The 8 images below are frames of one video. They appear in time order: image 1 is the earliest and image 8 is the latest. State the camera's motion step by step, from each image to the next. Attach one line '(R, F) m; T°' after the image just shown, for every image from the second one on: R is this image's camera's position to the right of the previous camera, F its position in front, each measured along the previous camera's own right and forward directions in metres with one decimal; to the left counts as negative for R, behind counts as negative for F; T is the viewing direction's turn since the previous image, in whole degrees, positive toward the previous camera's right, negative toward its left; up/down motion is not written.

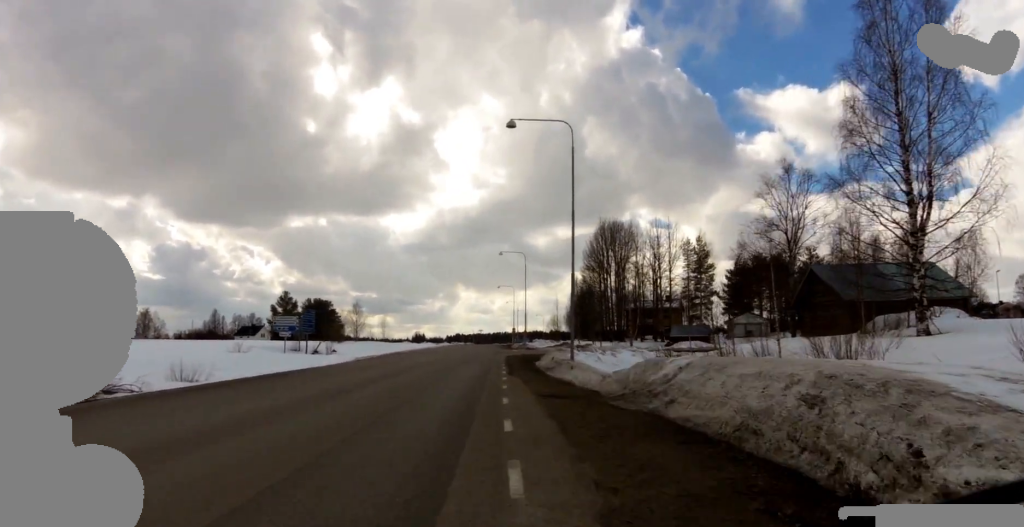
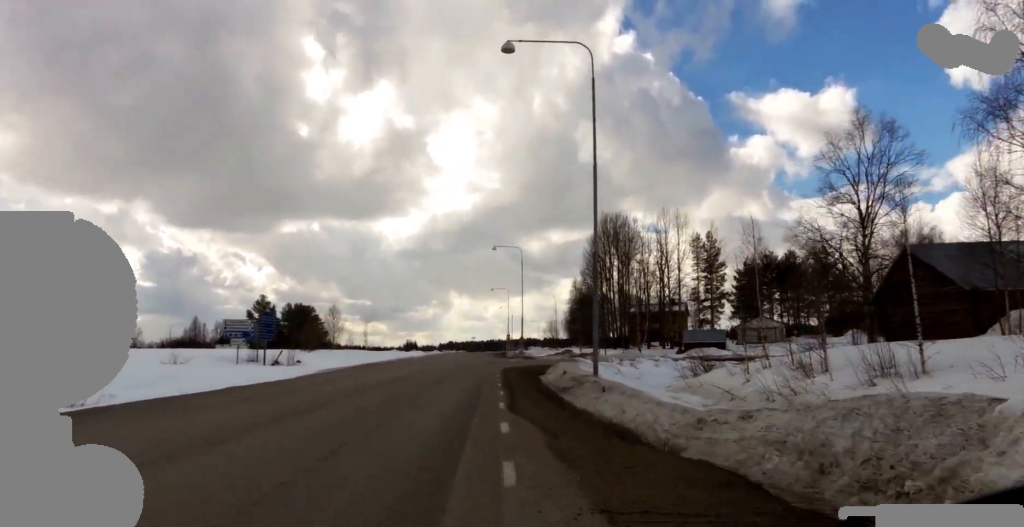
(+0.3, +8.1) m; +1°
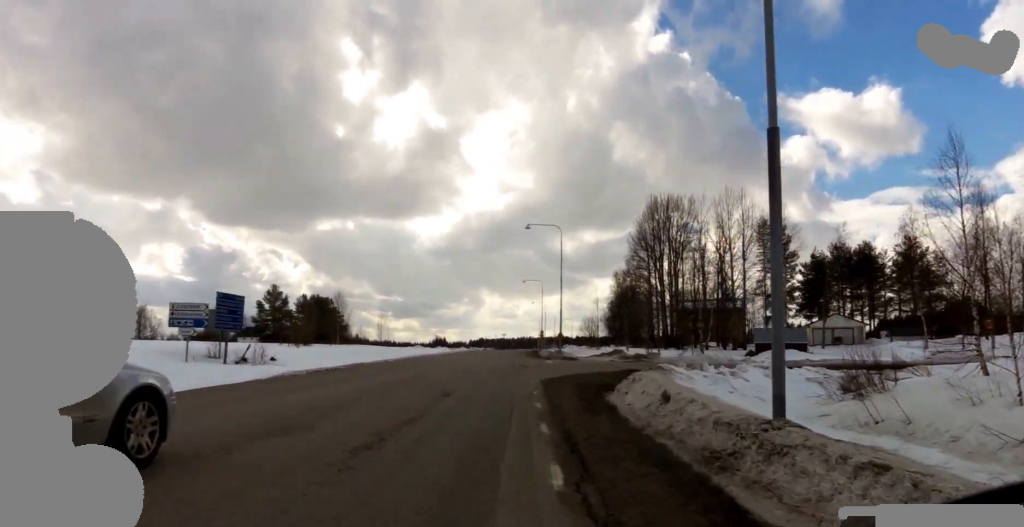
(-0.5, +12.0) m; -4°
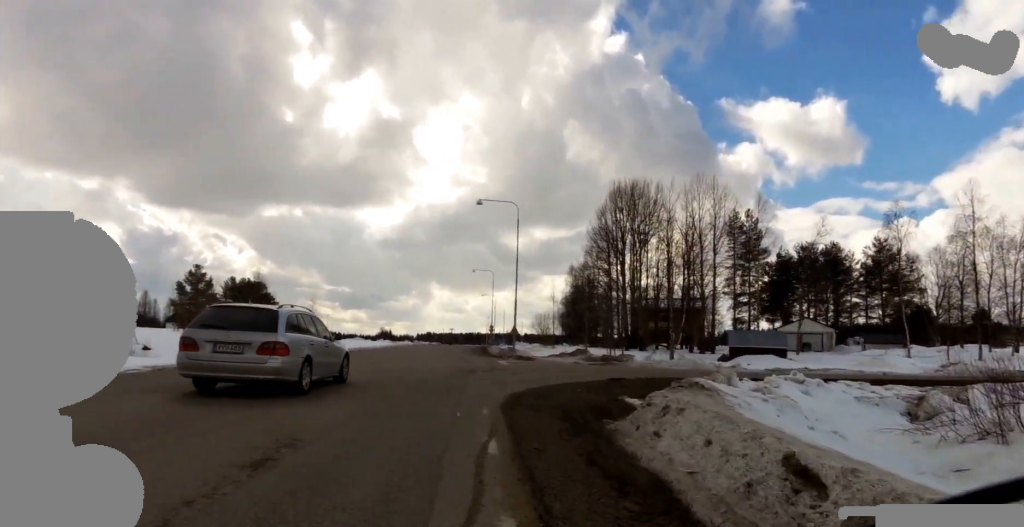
(+0.1, +7.8) m; -3°
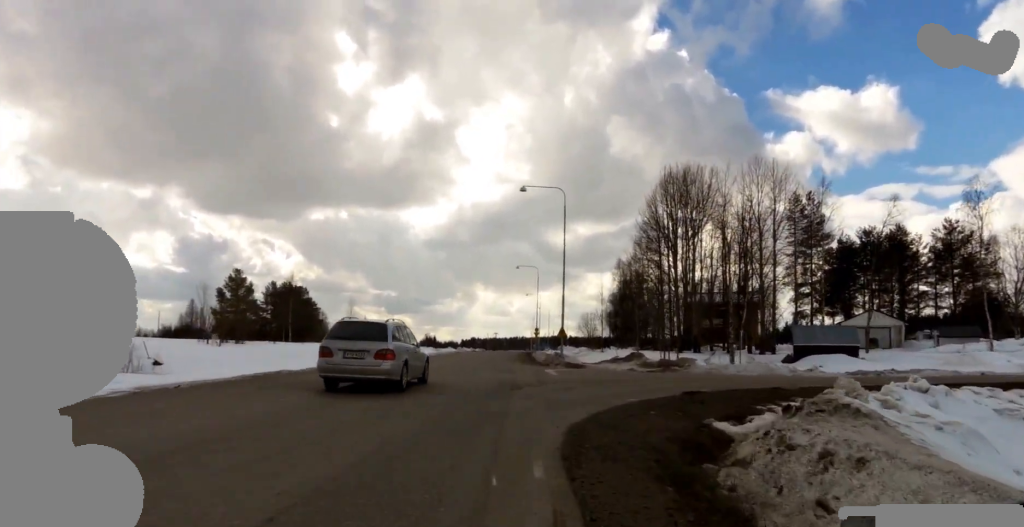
(-0.1, +3.5) m; +1°
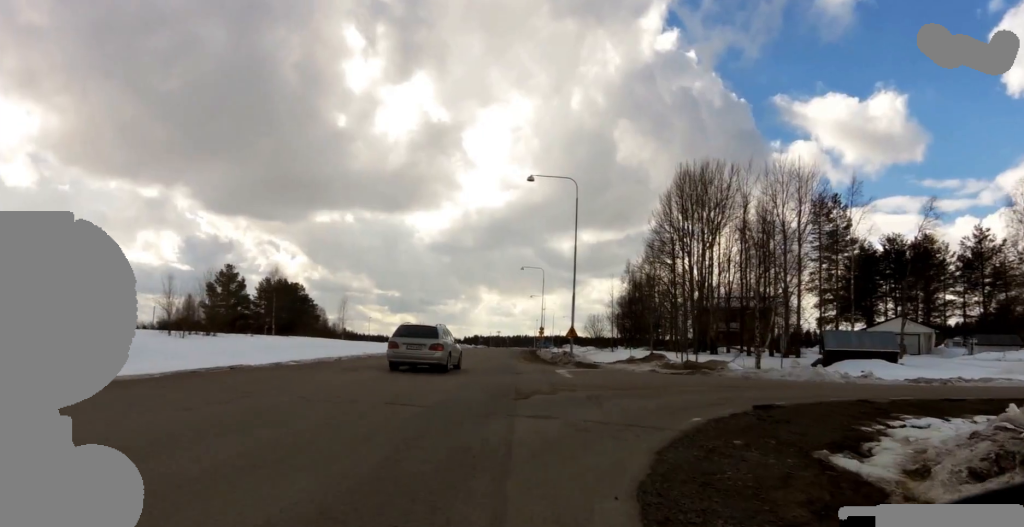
(-0.4, +4.3) m; +2°
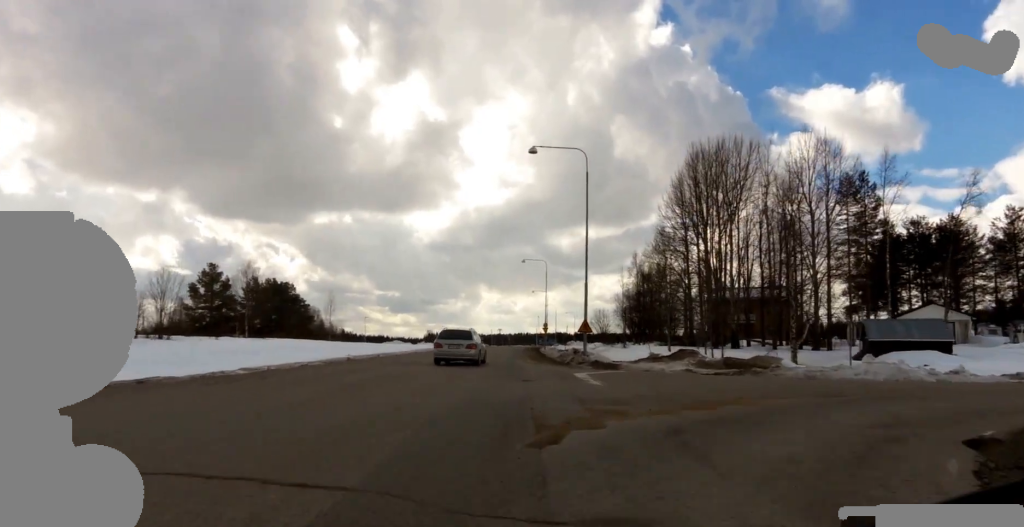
(+0.3, +5.4) m; +4°
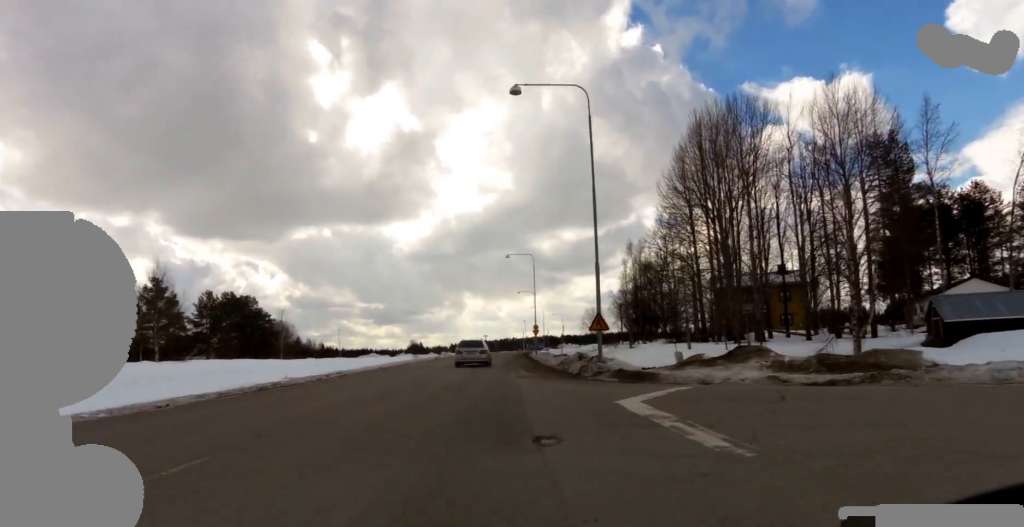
(+0.8, +9.1) m; +3°
